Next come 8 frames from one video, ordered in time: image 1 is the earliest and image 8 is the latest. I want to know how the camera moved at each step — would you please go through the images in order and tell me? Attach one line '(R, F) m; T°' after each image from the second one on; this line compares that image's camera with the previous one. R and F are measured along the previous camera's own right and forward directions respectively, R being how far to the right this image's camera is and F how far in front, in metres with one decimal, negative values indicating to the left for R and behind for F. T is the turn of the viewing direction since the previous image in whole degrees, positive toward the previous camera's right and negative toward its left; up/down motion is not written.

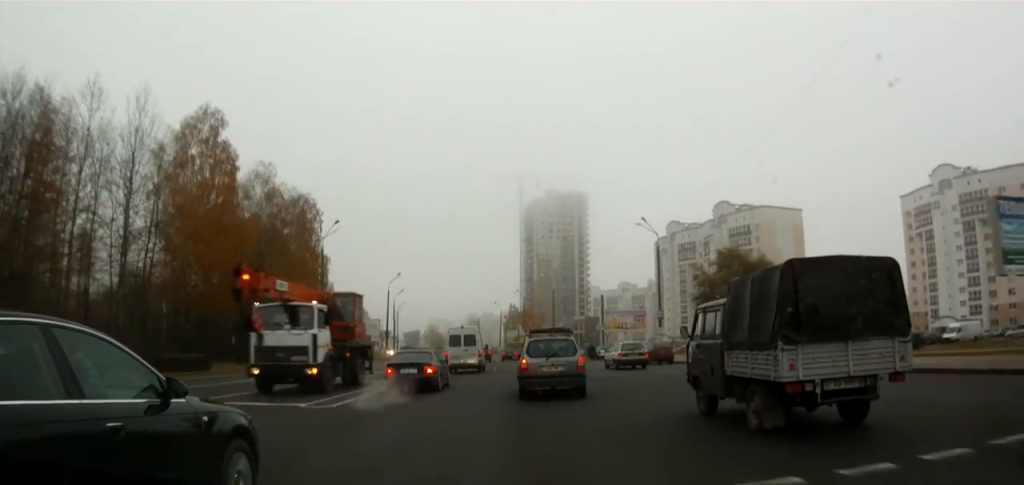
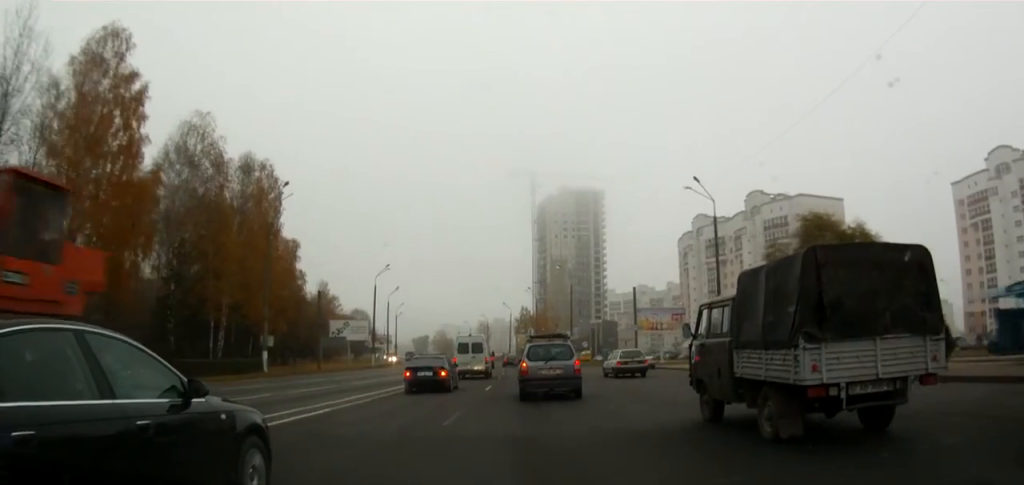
(-0.3, +15.2) m; -1°
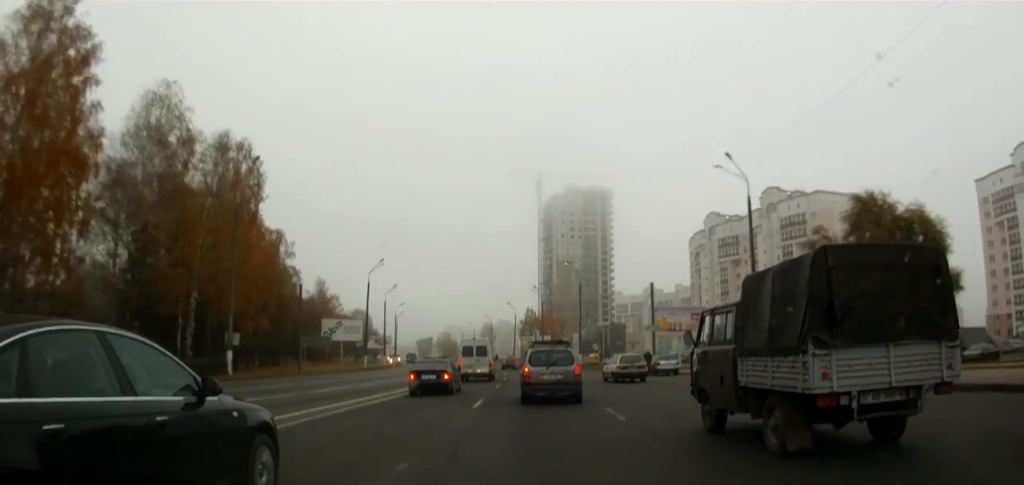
(0.0, +6.1) m; 0°
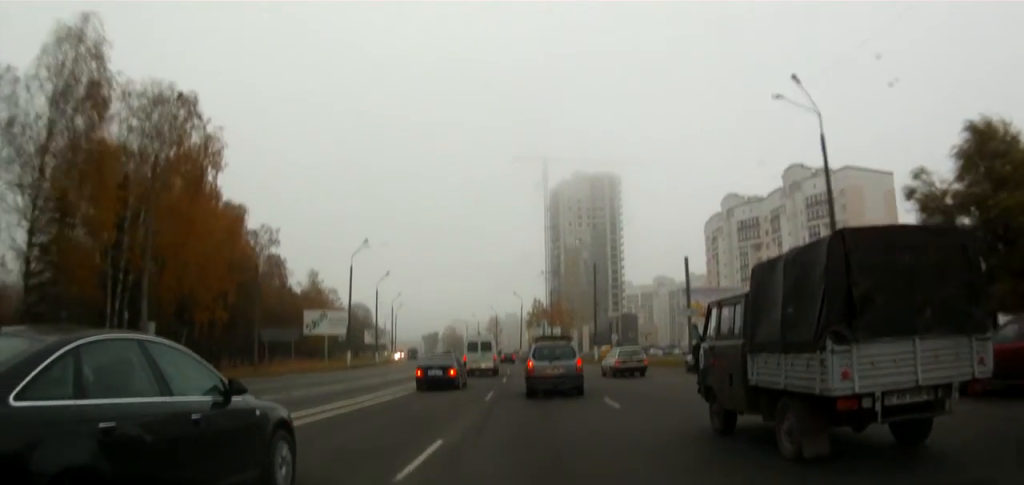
(0.0, +9.4) m; -1°
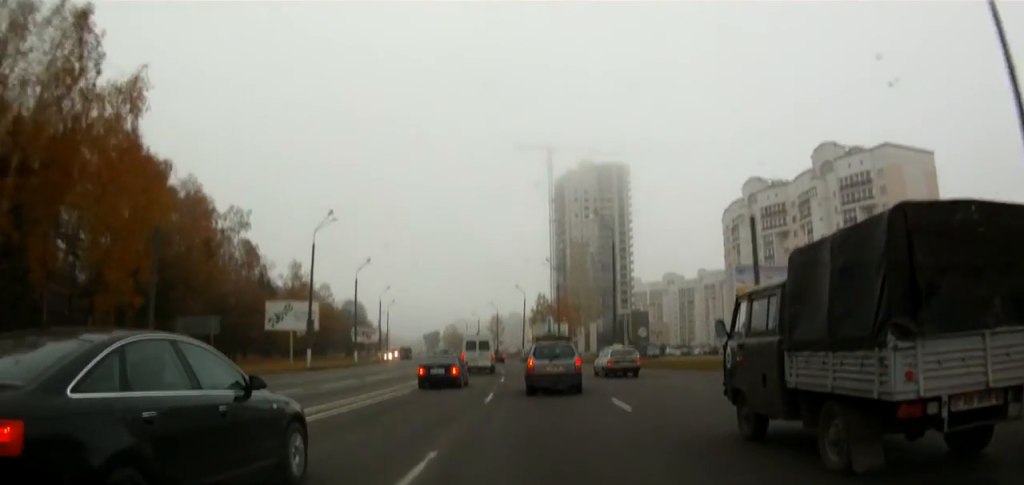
(-0.2, +12.6) m; -1°
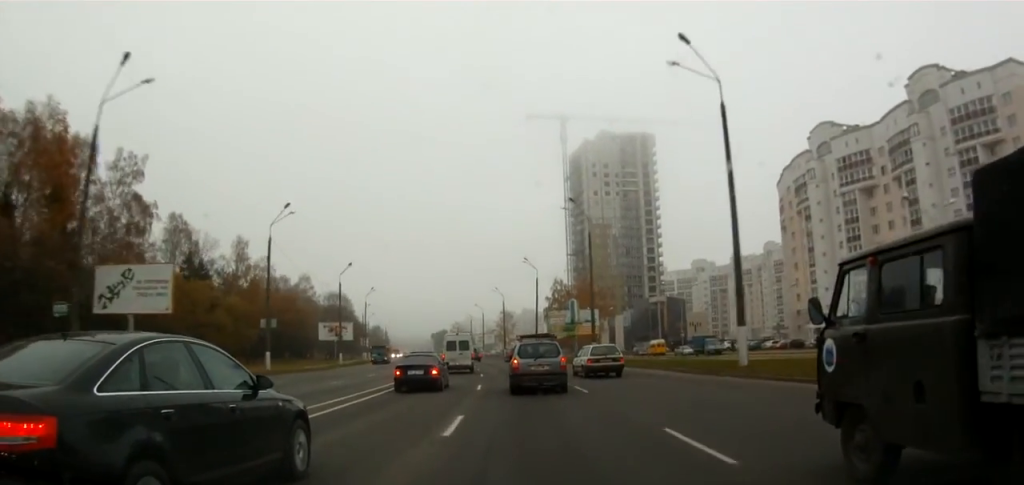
(-0.6, +28.9) m; -1°
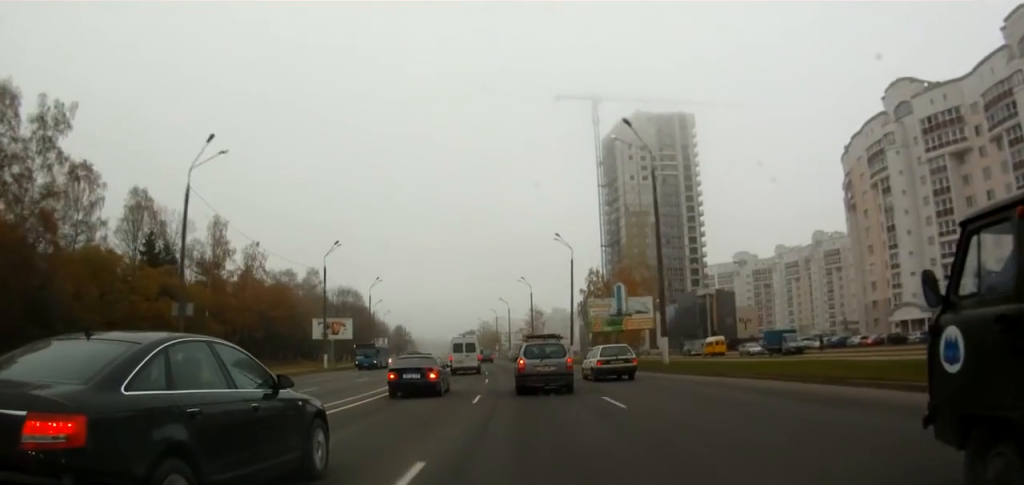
(+0.3, +17.0) m; 0°
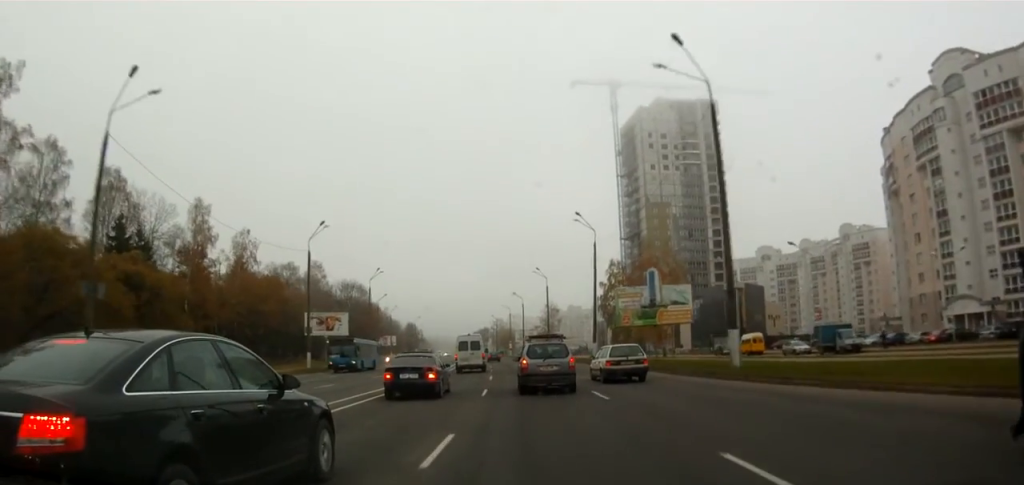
(0.0, +9.0) m; -1°
